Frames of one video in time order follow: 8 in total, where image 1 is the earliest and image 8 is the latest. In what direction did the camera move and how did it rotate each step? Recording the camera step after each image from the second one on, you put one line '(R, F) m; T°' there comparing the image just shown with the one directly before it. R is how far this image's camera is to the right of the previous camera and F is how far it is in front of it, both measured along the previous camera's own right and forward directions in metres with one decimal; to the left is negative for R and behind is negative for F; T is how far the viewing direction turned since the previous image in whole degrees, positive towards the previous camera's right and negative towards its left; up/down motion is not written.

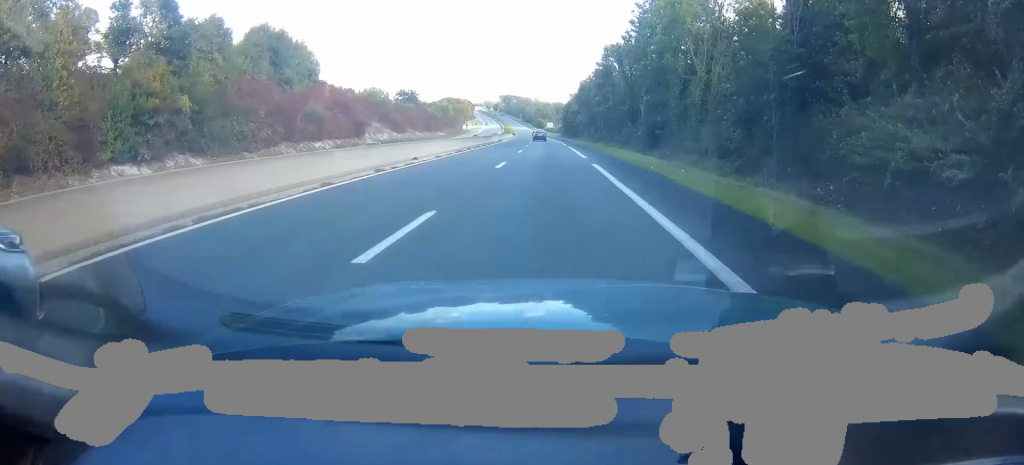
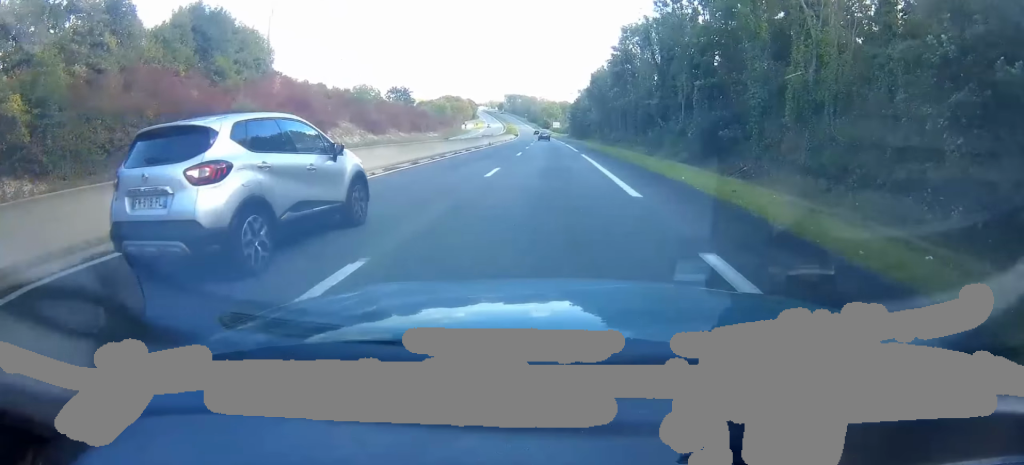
(+0.1, +15.5) m; 0°
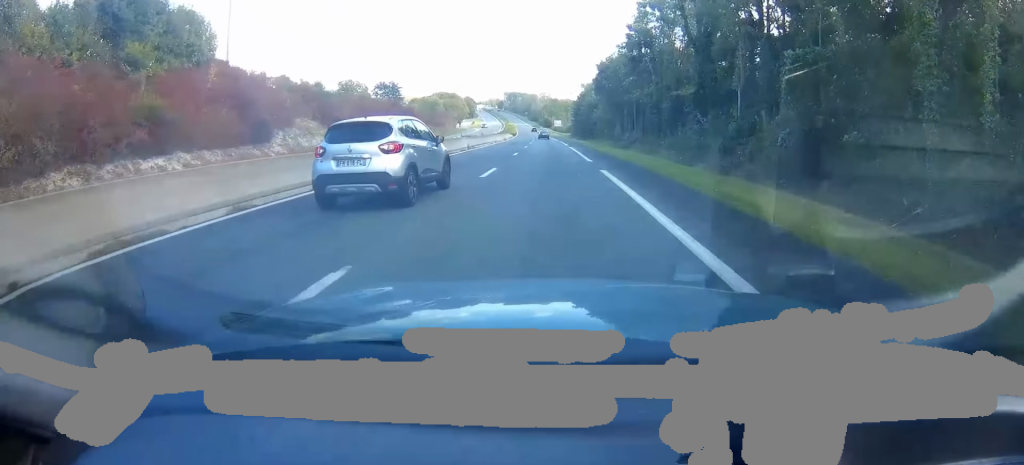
(0.0, +12.6) m; 0°
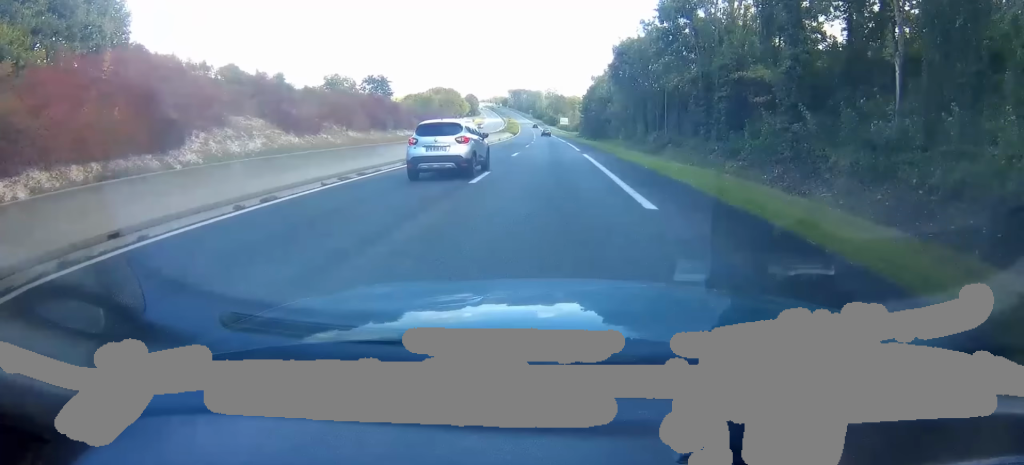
(0.0, +14.3) m; -1°
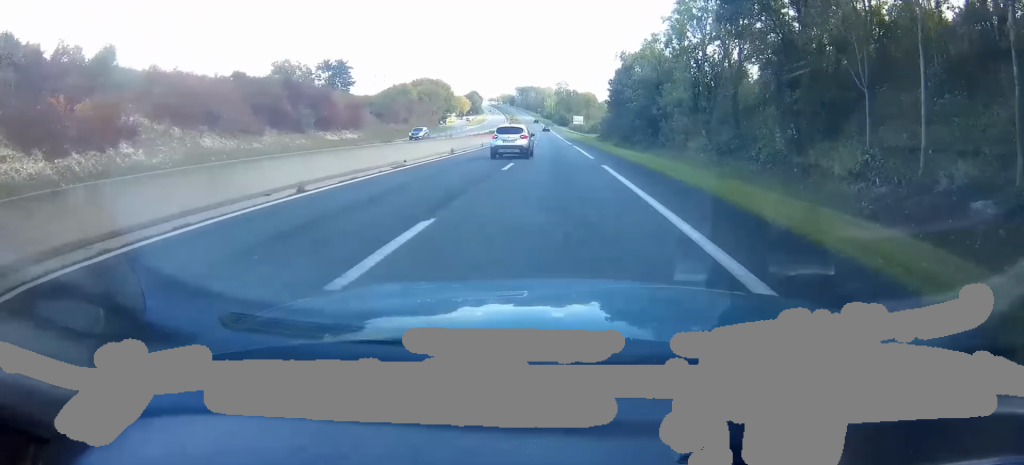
(-0.5, +33.3) m; -1°
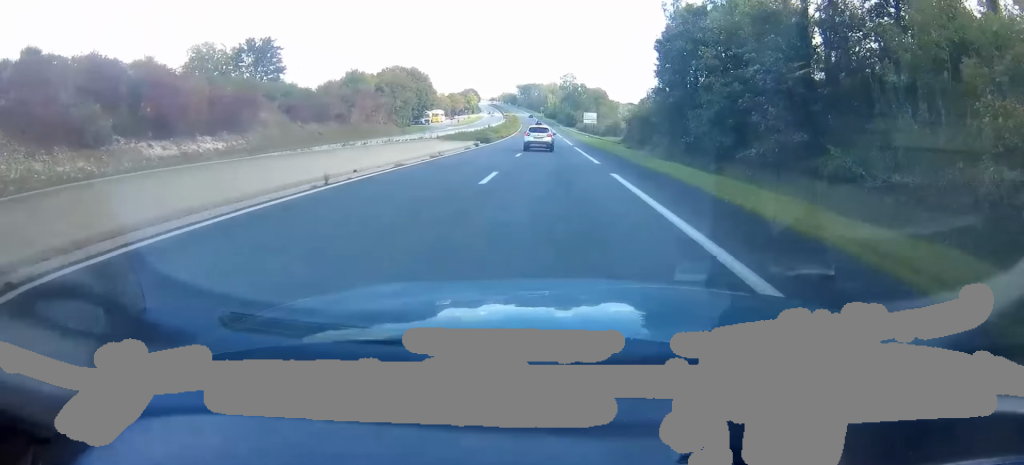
(+0.1, +29.1) m; 0°
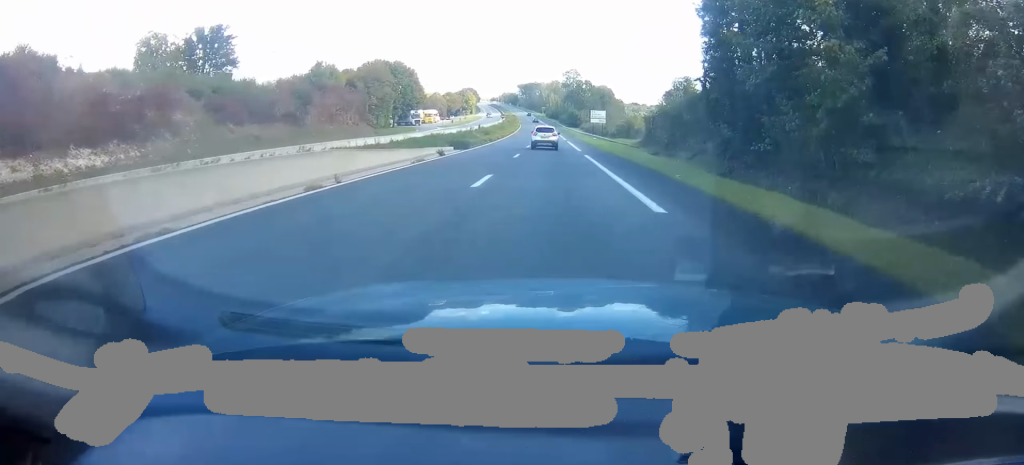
(0.0, +12.9) m; -1°
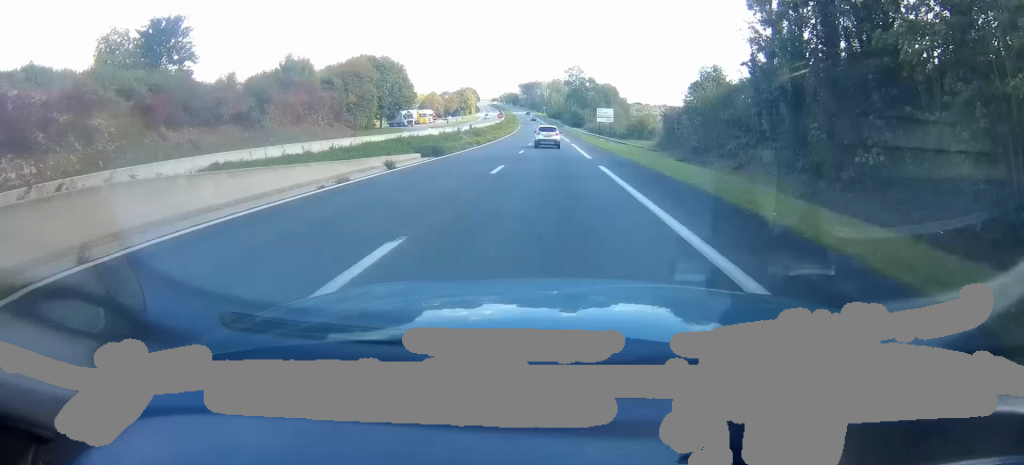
(-0.2, +8.6) m; 0°
